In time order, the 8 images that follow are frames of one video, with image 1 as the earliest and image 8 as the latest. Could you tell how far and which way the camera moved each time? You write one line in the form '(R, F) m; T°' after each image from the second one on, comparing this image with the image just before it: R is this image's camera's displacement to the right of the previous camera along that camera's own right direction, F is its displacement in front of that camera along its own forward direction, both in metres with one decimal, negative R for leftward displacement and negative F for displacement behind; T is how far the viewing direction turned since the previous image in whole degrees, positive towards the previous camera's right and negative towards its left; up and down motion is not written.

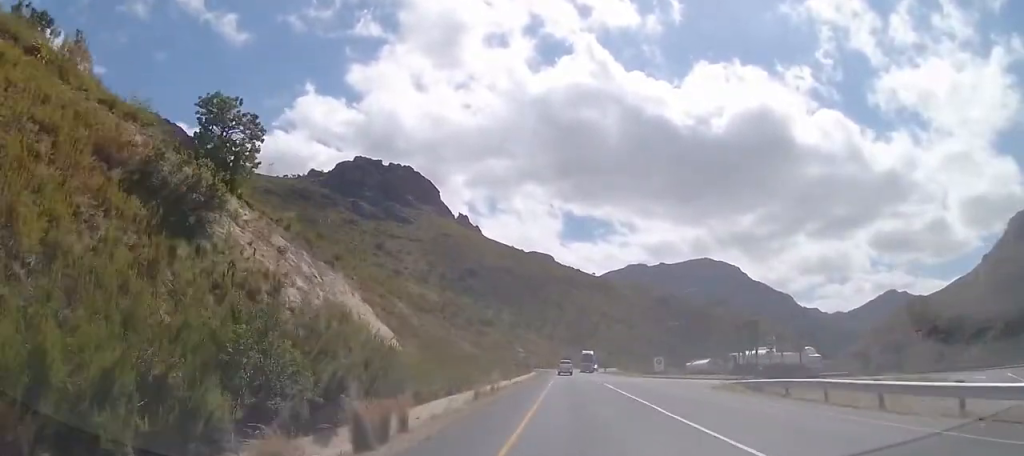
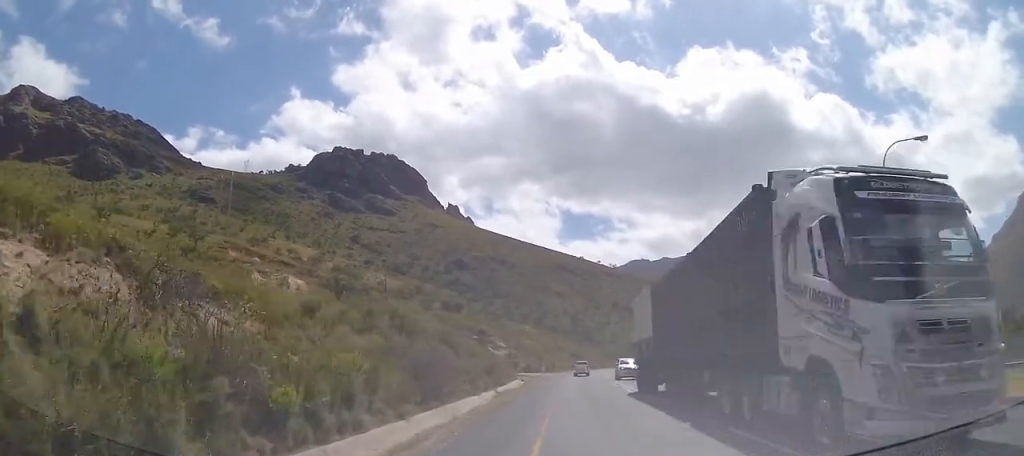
(-0.4, +52.3) m; 0°
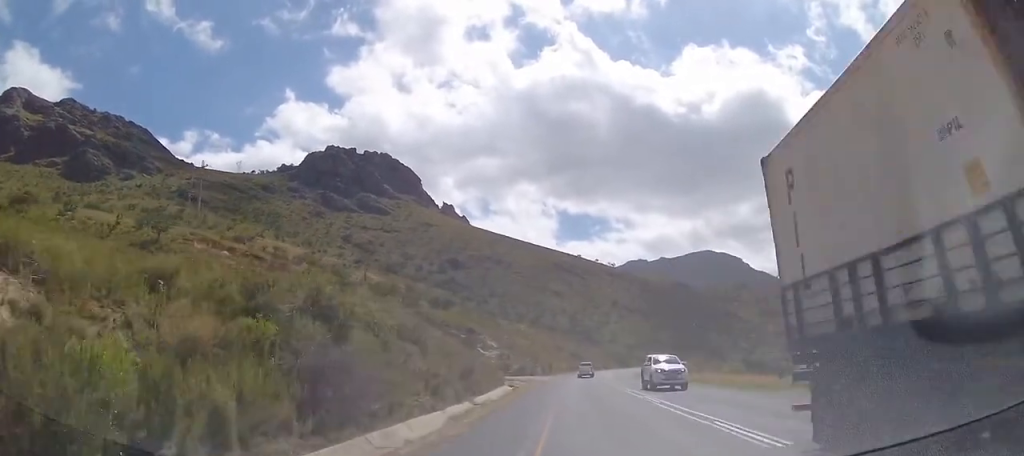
(+0.2, +9.8) m; 0°
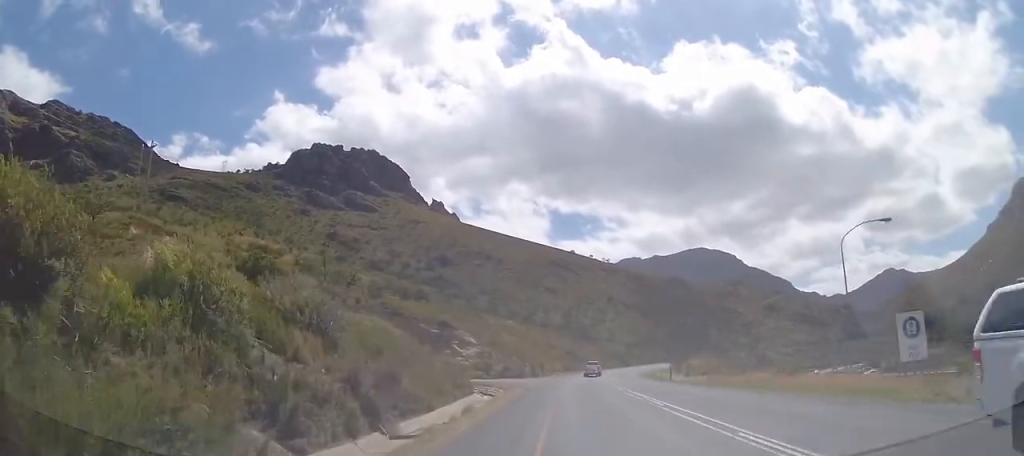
(0.0, +14.2) m; 0°
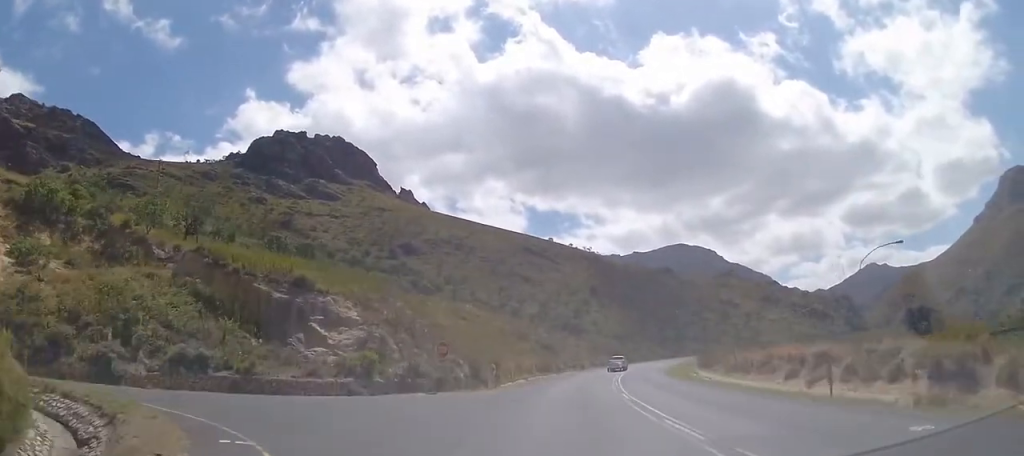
(0.0, +33.7) m; +1°
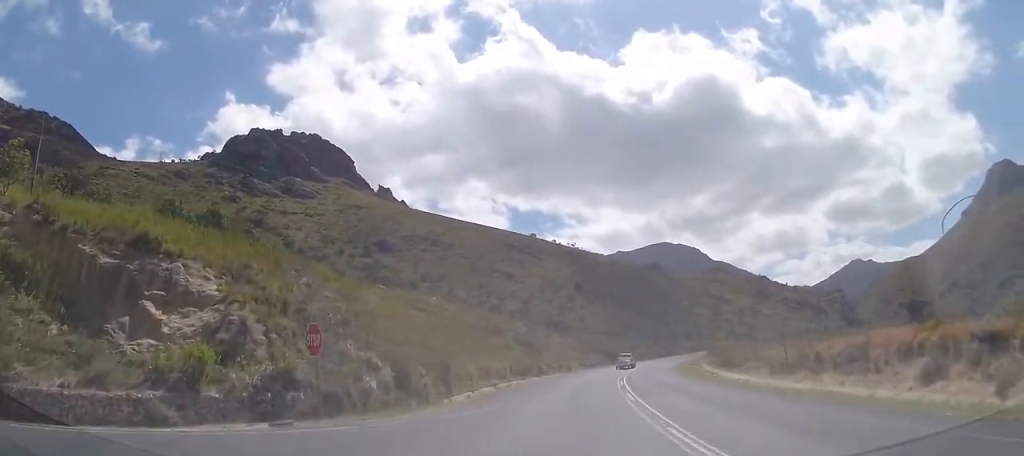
(+0.1, +13.7) m; +1°
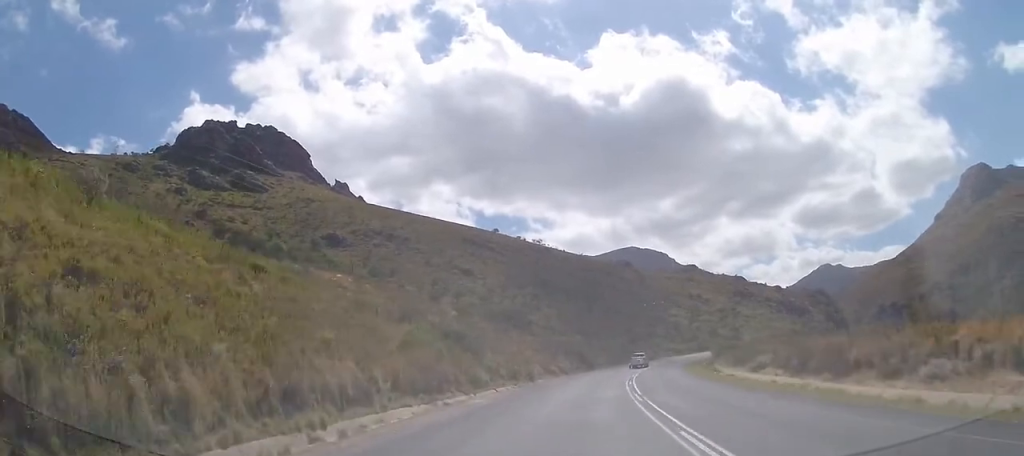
(+0.4, +24.9) m; +3°
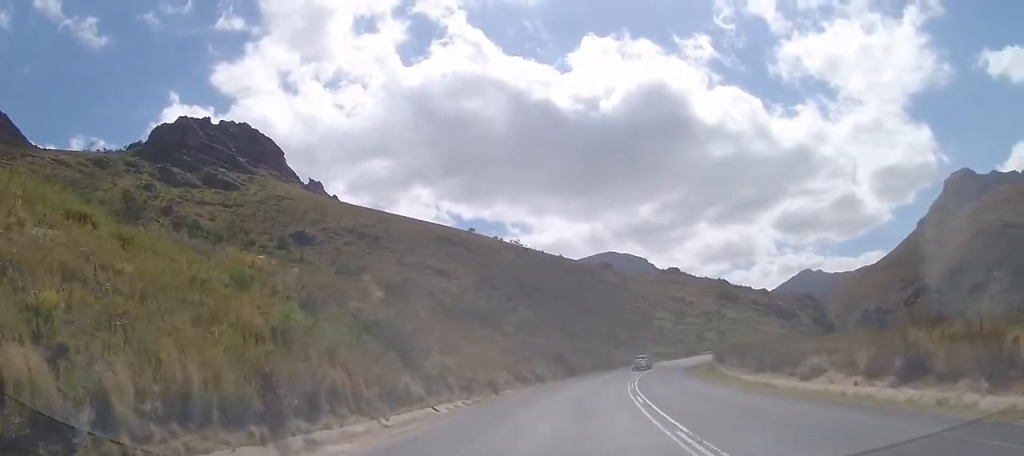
(+0.1, +12.0) m; +2°
